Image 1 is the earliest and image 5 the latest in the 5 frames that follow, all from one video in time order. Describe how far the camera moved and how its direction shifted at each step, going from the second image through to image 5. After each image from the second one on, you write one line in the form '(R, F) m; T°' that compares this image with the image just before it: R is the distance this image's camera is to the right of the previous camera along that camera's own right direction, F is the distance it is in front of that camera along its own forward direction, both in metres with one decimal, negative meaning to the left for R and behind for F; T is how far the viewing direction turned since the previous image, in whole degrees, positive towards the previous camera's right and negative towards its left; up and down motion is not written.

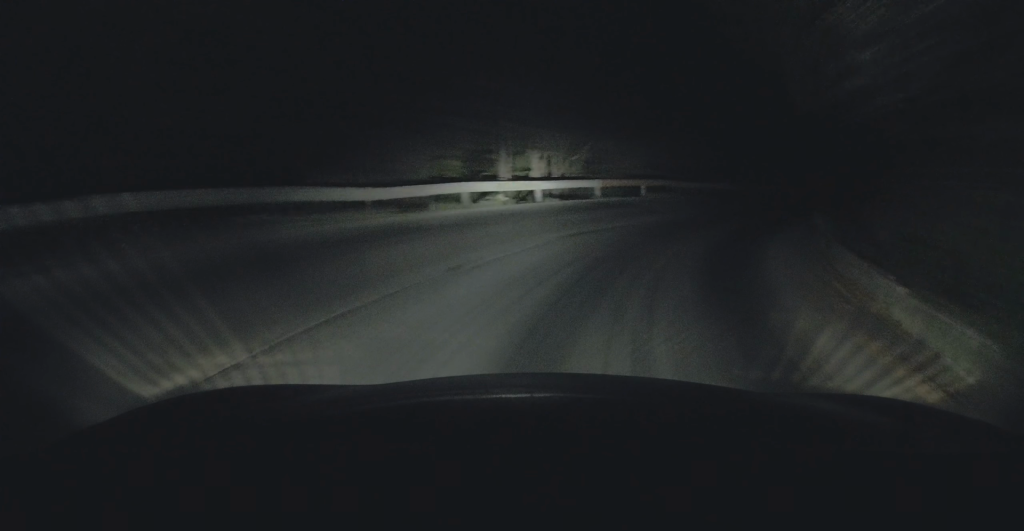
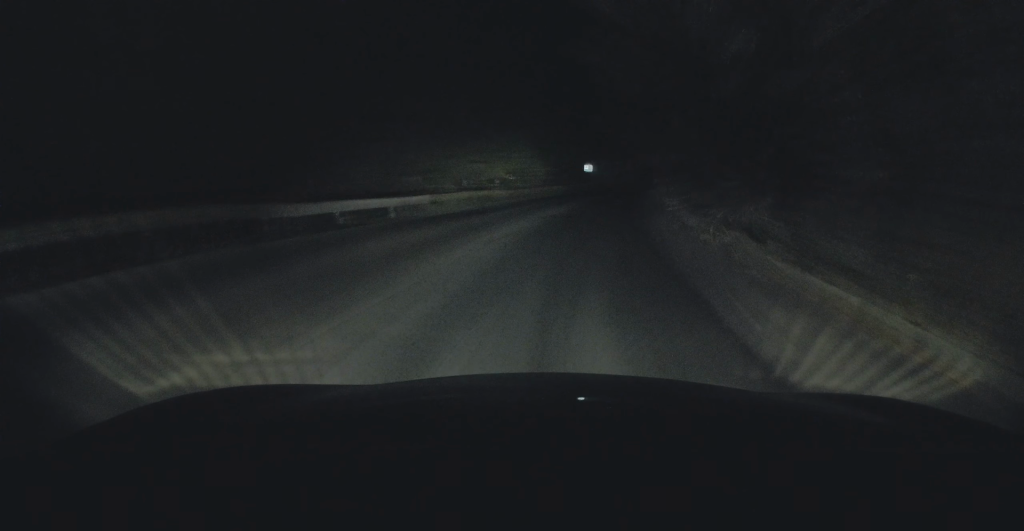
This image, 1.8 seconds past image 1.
(+3.5, +14.2) m; +21°
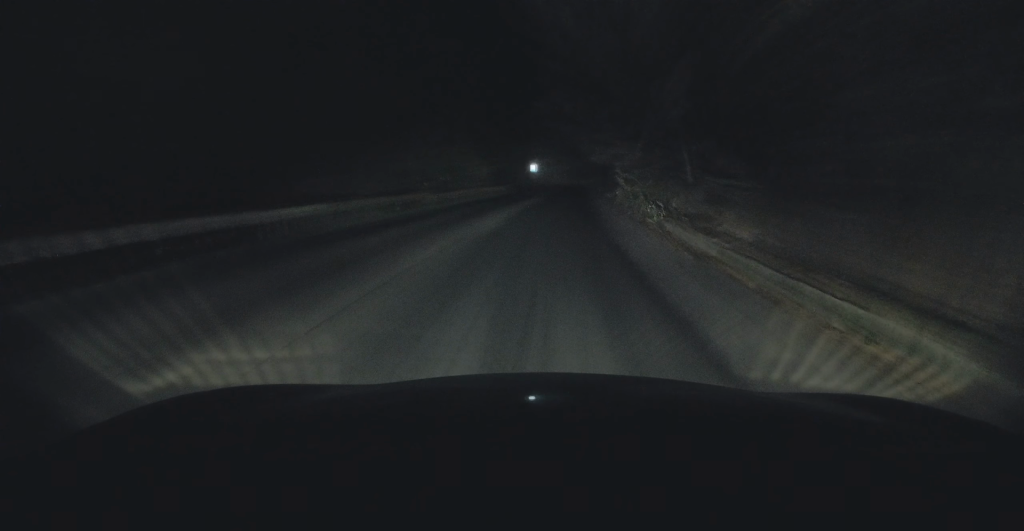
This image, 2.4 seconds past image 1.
(+0.2, +4.7) m; +3°
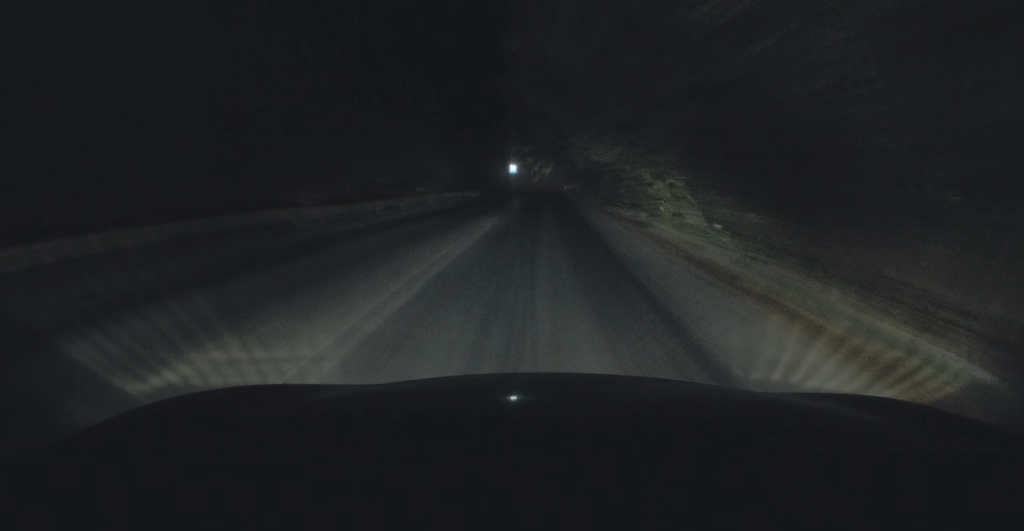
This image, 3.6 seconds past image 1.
(+0.3, +9.6) m; +4°
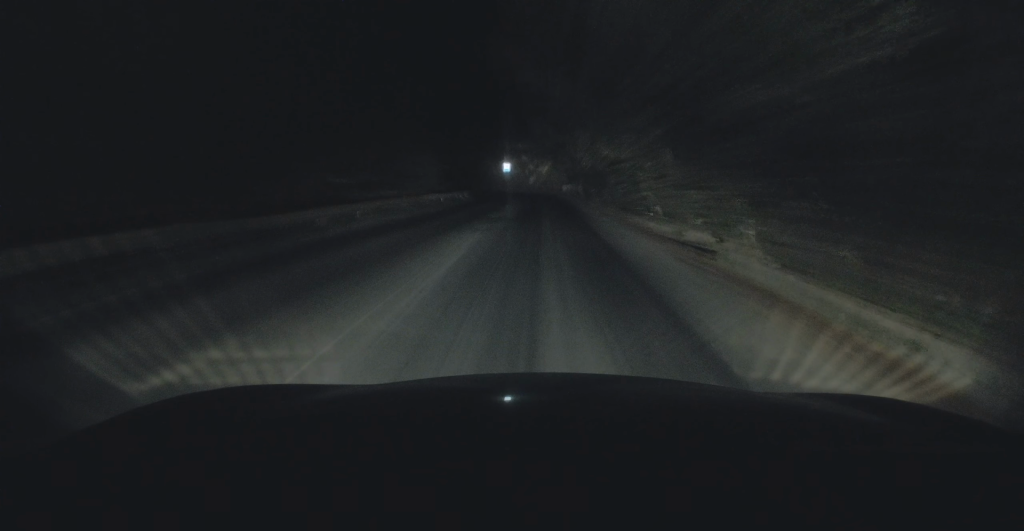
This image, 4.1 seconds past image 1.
(0.0, +4.1) m; +3°
